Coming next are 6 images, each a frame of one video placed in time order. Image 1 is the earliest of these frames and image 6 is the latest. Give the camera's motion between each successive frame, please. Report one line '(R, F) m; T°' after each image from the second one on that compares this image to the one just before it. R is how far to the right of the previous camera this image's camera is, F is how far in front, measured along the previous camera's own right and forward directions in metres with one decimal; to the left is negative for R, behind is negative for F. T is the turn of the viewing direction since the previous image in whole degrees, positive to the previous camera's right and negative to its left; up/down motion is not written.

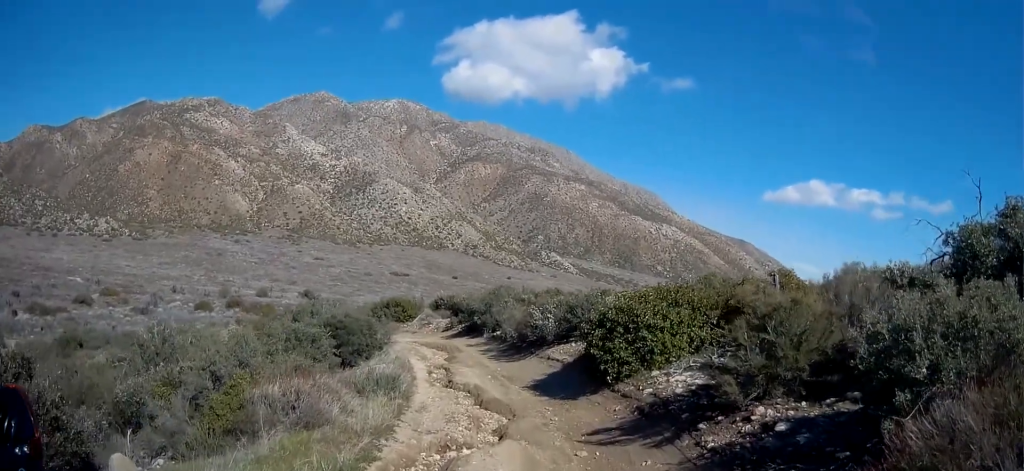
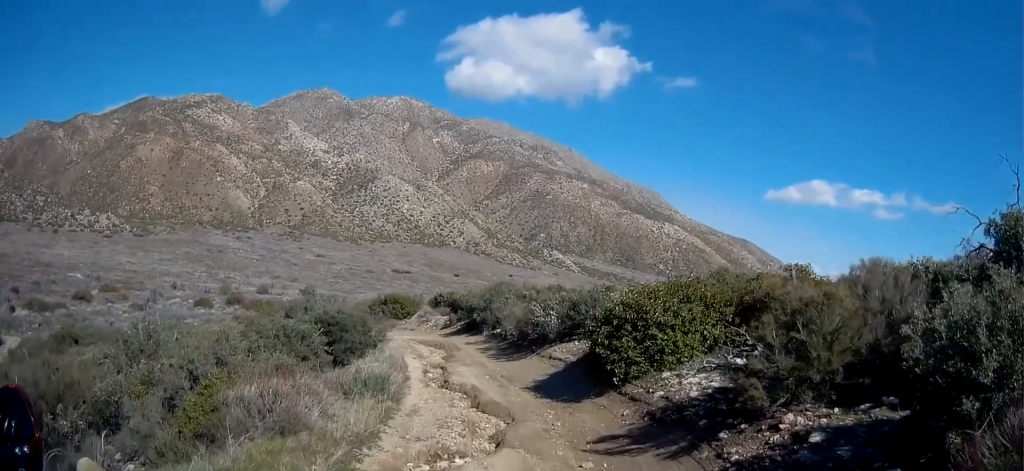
(0.0, +0.9) m; +1°
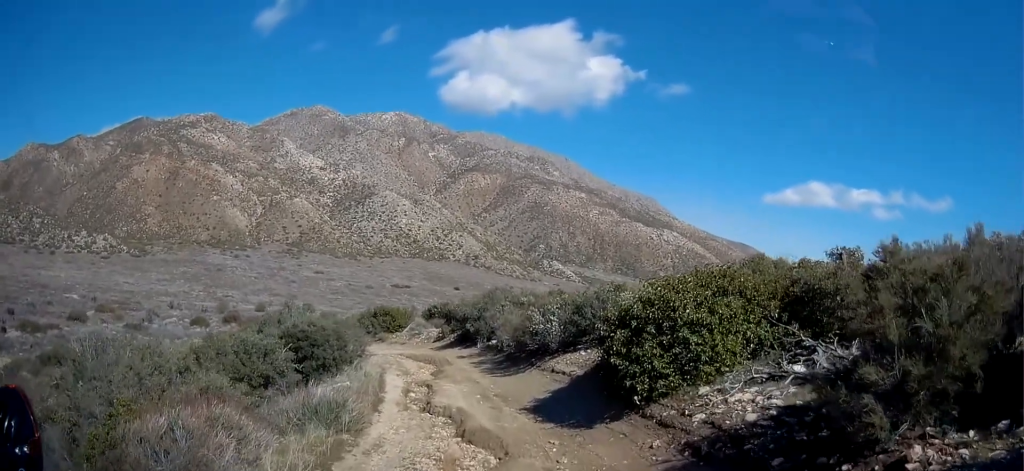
(0.0, +2.4) m; -6°
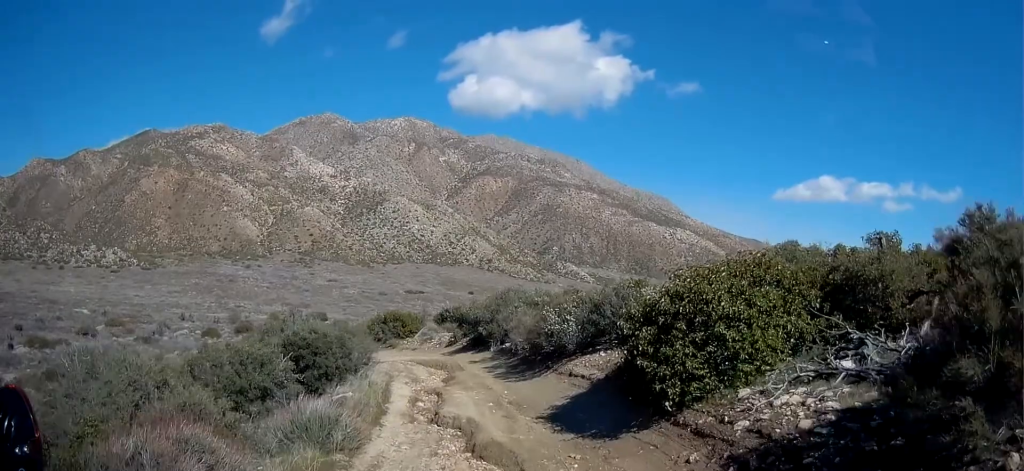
(0.0, +1.0) m; -2°
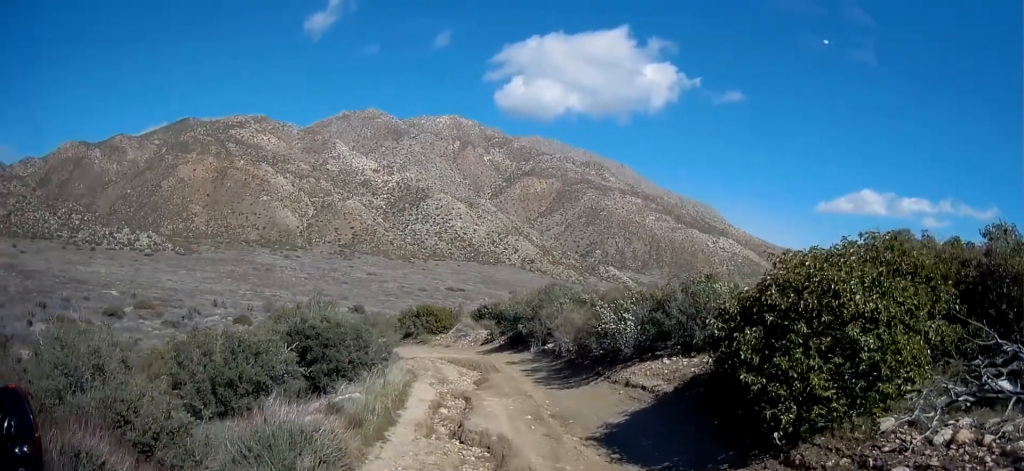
(0.0, +2.3) m; -4°
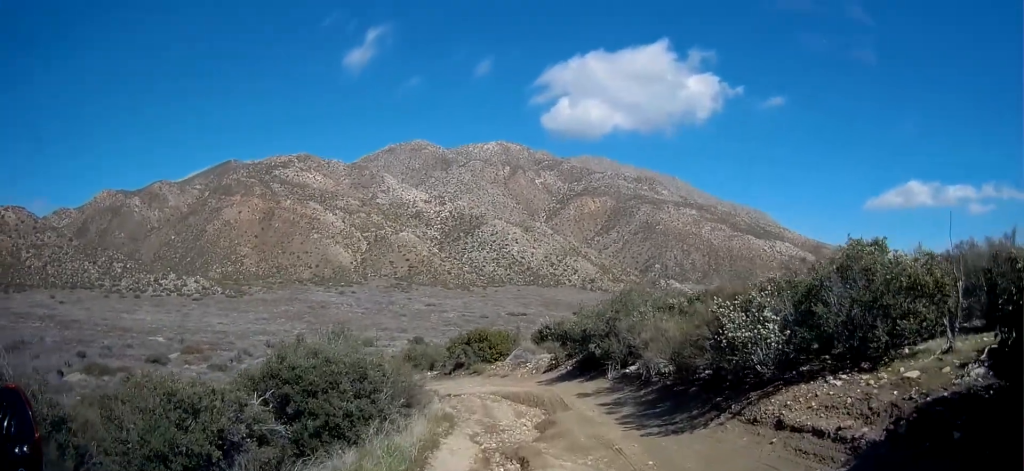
(-0.5, +4.7) m; -9°
